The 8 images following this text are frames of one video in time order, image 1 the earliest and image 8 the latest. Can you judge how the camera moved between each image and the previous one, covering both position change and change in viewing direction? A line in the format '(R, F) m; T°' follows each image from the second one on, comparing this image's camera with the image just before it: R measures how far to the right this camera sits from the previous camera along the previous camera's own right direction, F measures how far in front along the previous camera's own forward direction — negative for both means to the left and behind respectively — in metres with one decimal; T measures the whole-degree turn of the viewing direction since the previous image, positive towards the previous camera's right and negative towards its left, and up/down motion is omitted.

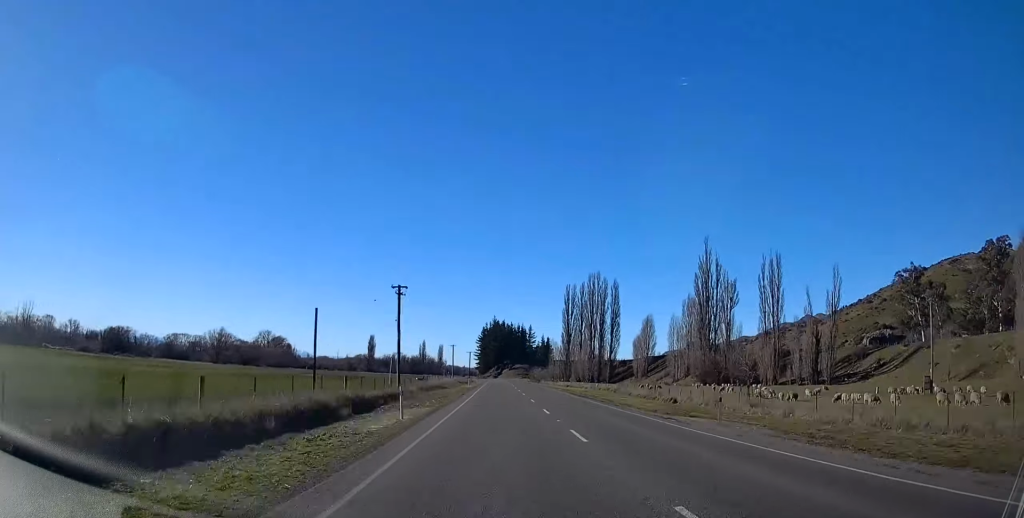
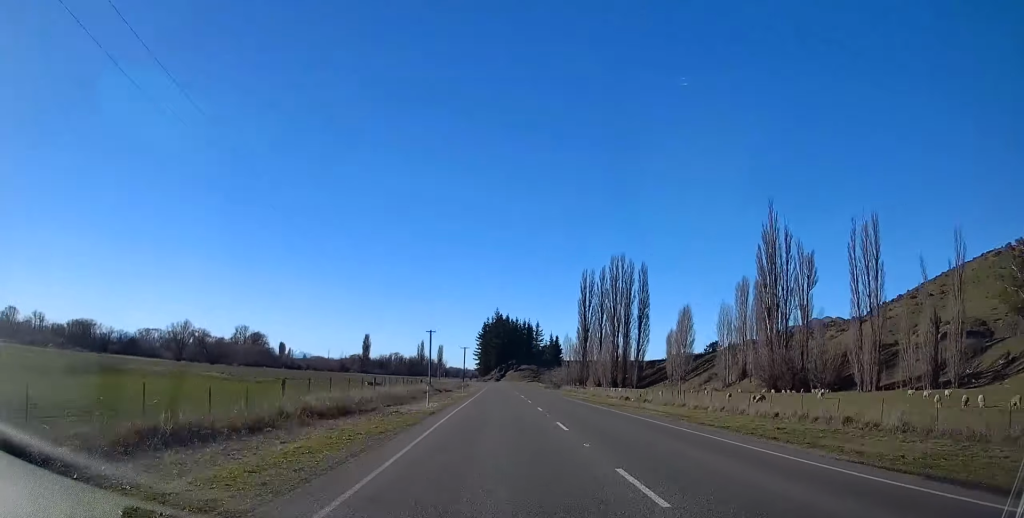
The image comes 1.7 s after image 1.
(+0.2, +47.9) m; 0°
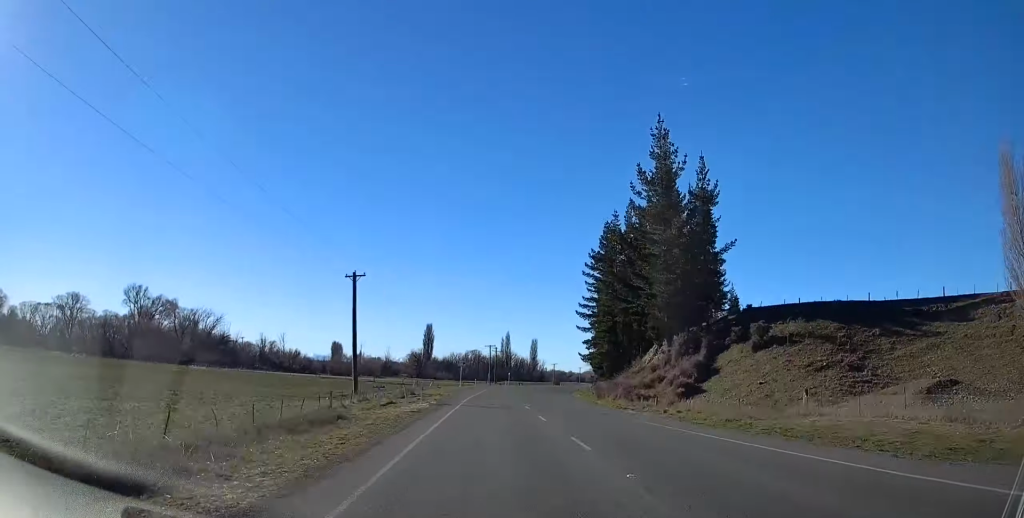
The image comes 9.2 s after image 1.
(-11.0, +206.2) m; -4°
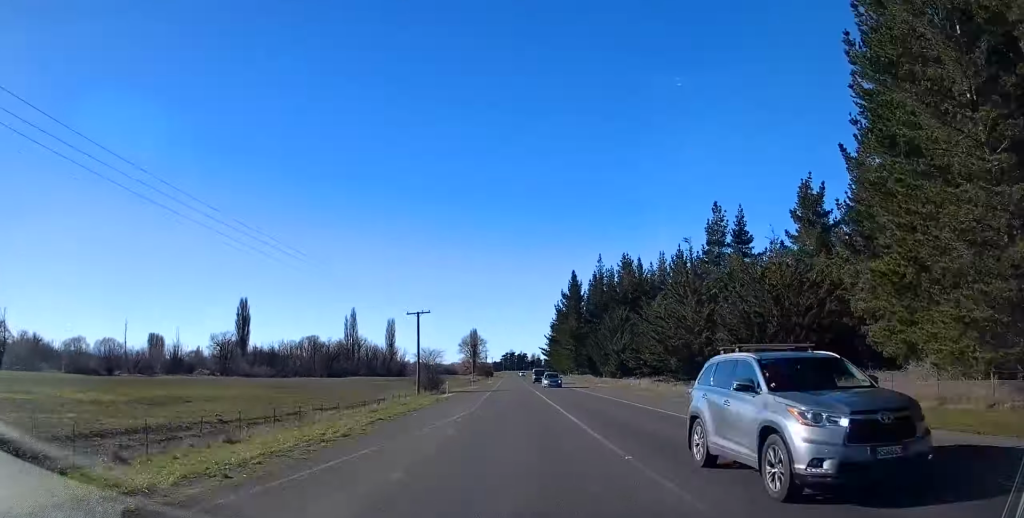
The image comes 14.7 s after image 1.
(+6.4, +151.2) m; +6°
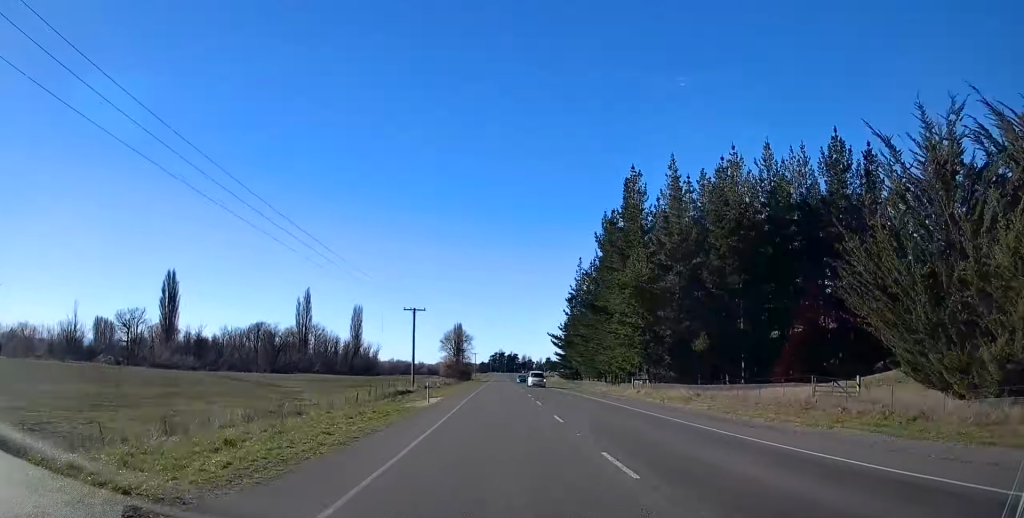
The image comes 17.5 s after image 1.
(+3.4, +77.5) m; +2°
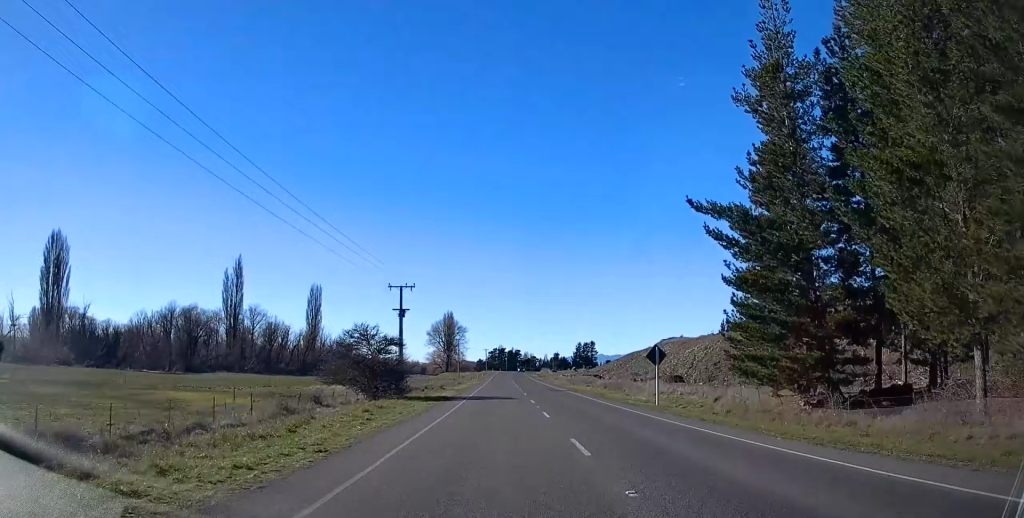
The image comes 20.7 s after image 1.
(+0.6, +88.5) m; +1°
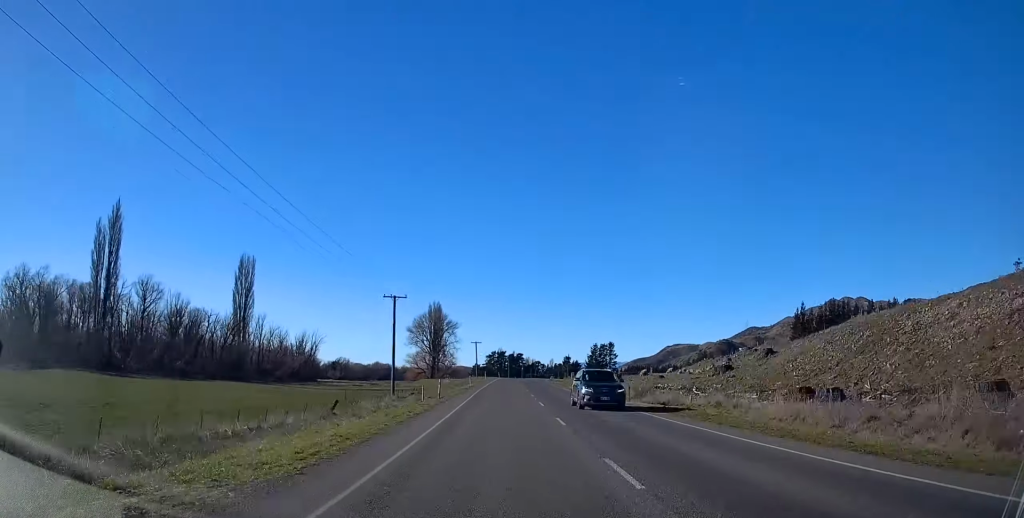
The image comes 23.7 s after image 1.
(+0.3, +84.8) m; +1°
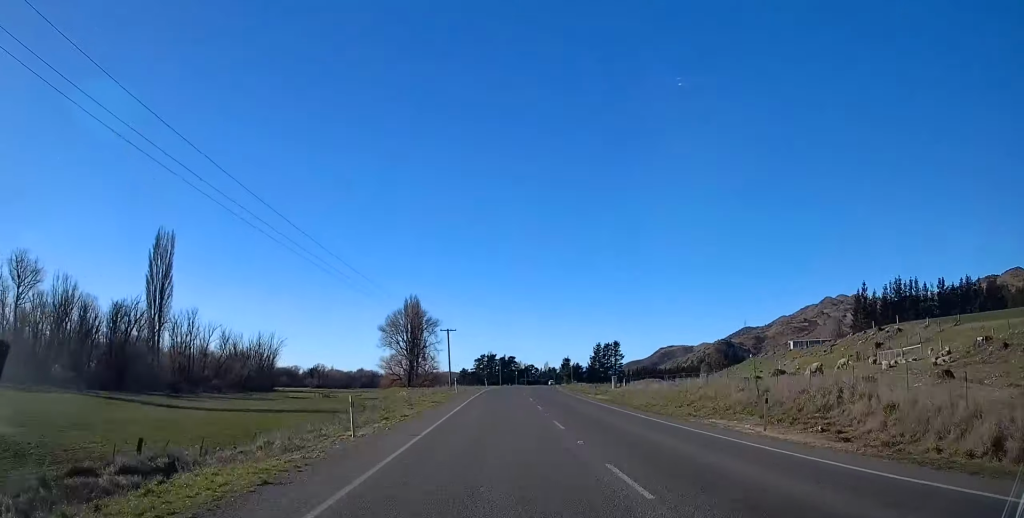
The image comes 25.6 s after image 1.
(-0.5, +51.6) m; +1°
